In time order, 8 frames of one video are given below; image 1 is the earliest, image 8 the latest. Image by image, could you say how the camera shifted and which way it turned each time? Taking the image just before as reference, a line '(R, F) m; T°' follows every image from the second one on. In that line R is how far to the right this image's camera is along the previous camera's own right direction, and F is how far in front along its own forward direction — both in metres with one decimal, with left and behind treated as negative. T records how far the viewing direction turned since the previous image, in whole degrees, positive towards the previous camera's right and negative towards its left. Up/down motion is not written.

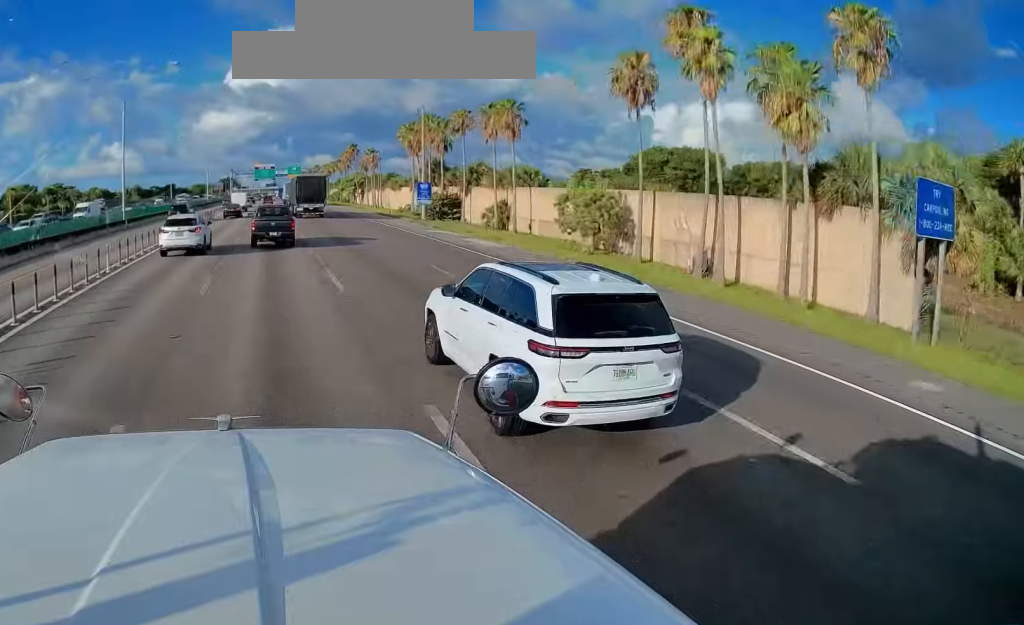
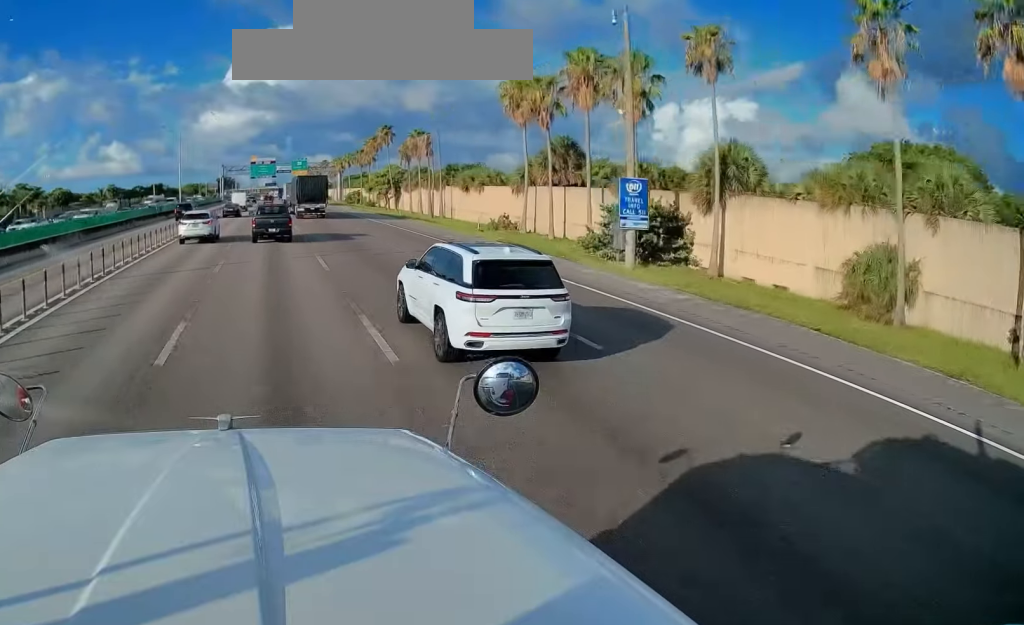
(+0.1, +41.5) m; 0°
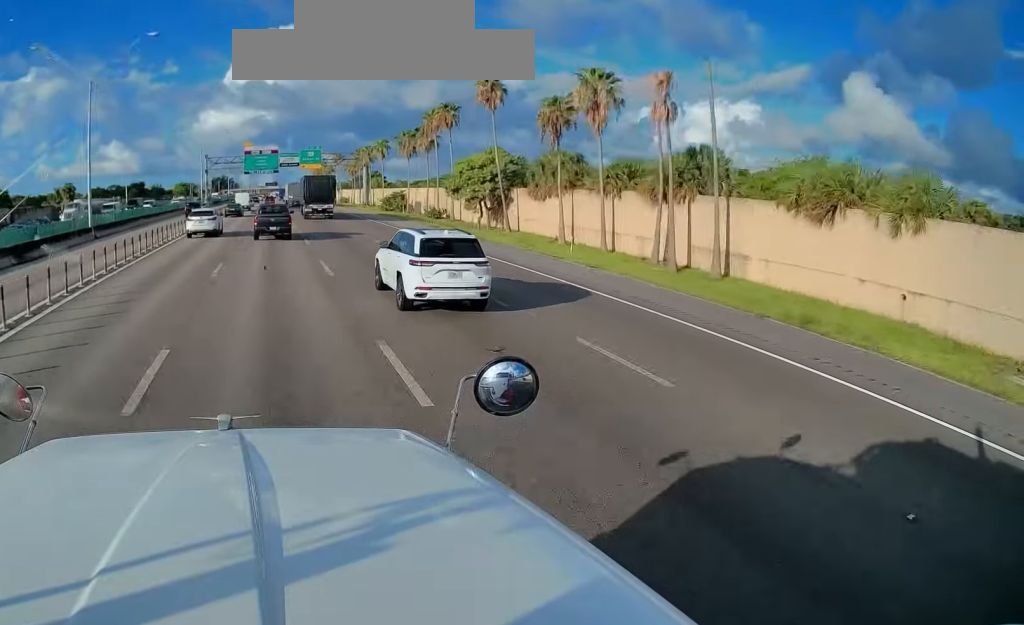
(-0.4, +44.5) m; 0°
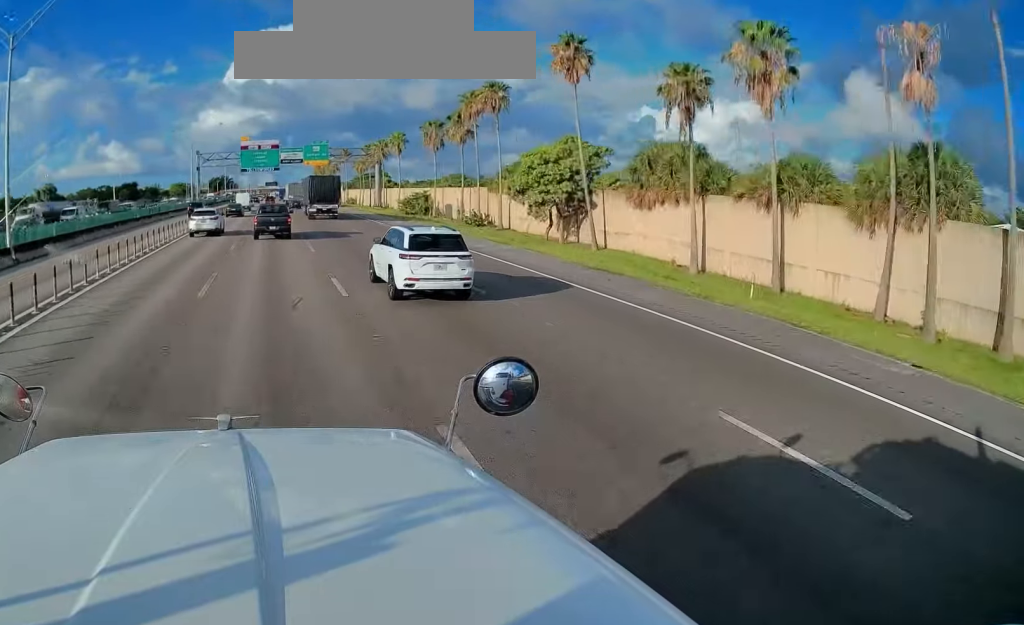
(-0.1, +12.9) m; 0°
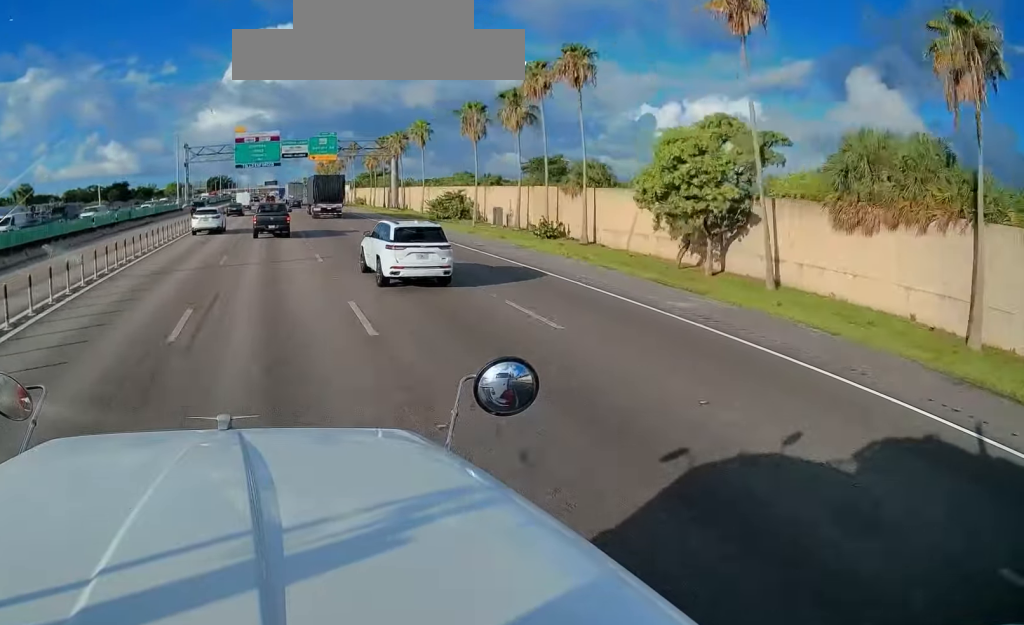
(+0.1, +13.5) m; +1°
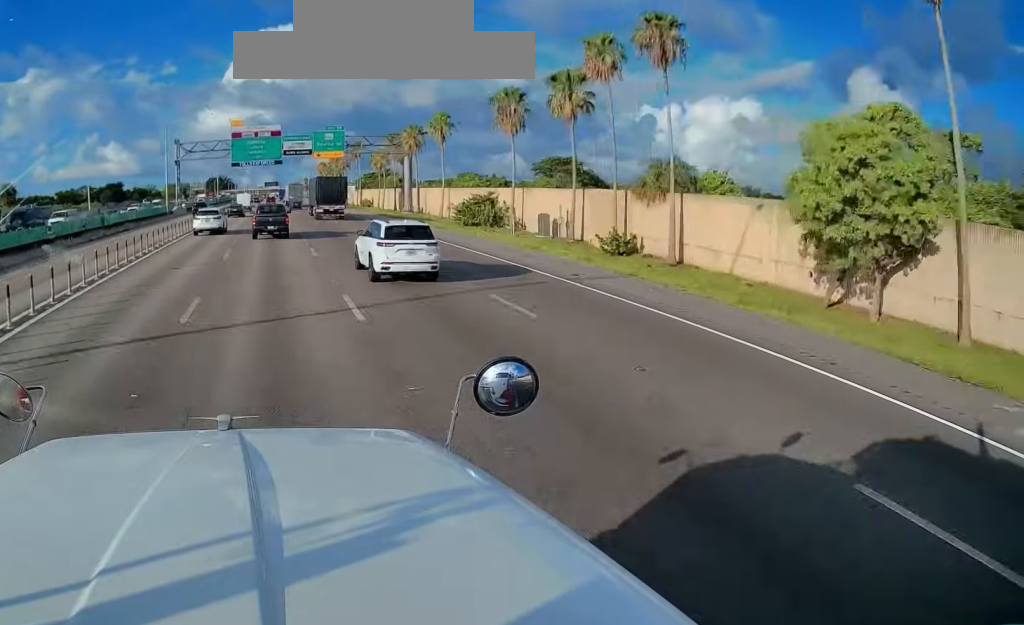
(0.0, +8.4) m; +1°
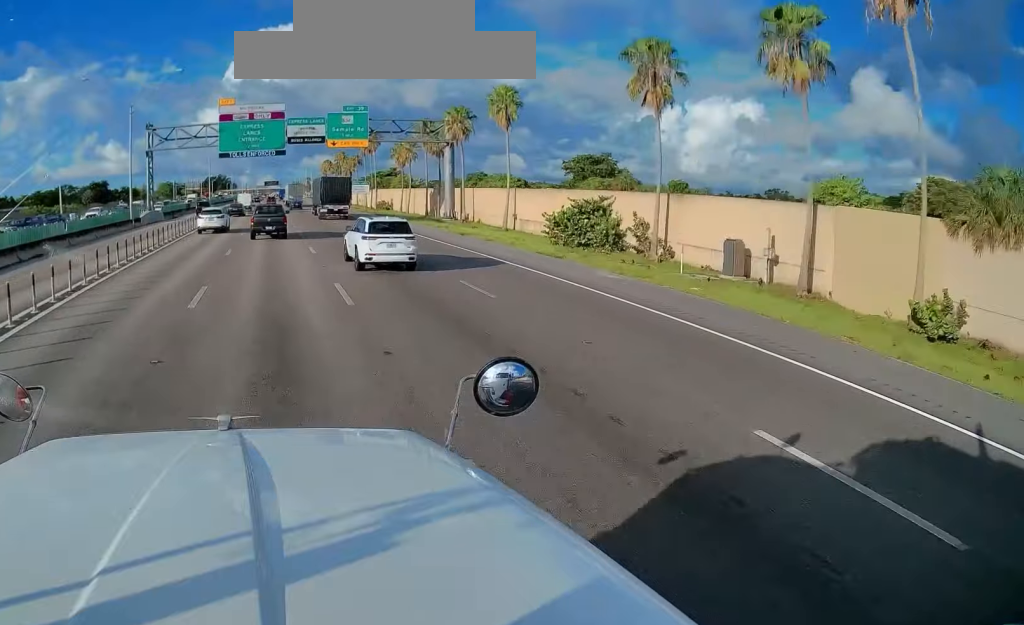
(+0.3, +19.8) m; 0°
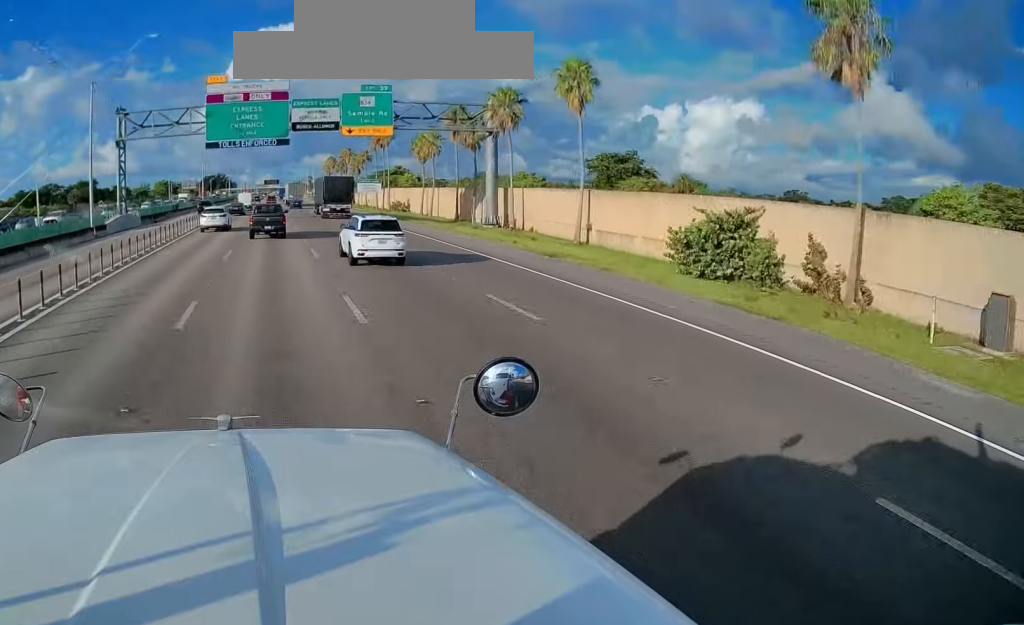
(-0.1, +12.6) m; 0°
